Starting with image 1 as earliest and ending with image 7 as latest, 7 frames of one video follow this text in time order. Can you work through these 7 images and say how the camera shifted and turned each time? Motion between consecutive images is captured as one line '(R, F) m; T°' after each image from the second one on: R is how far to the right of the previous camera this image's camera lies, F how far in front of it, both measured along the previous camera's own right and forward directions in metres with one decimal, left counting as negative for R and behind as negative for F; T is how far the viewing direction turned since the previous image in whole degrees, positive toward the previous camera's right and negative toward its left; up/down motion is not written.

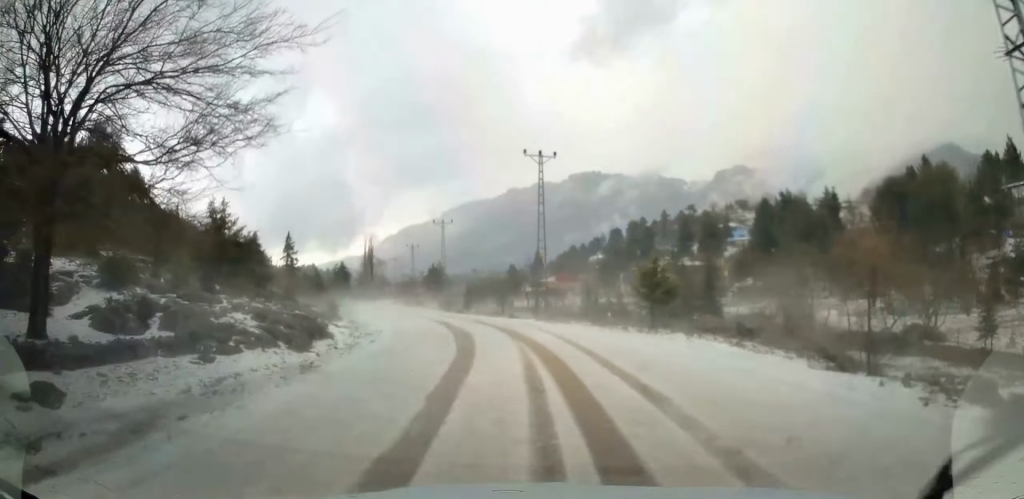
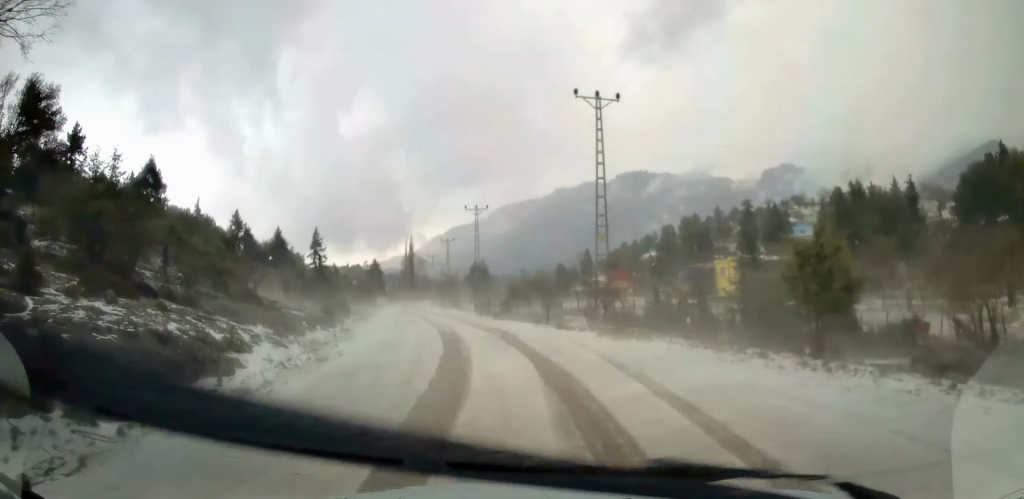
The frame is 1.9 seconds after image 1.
(-0.5, +11.2) m; -7°
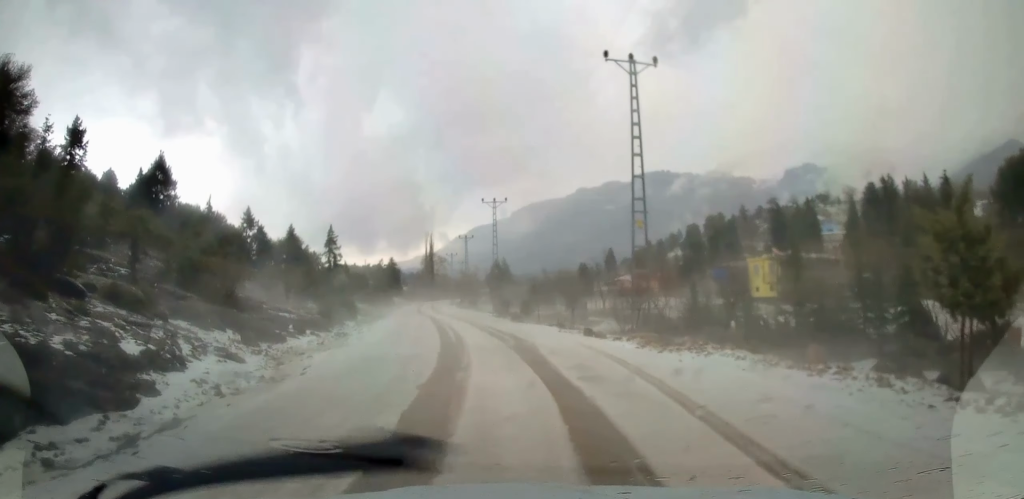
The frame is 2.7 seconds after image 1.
(-0.2, +4.4) m; -2°
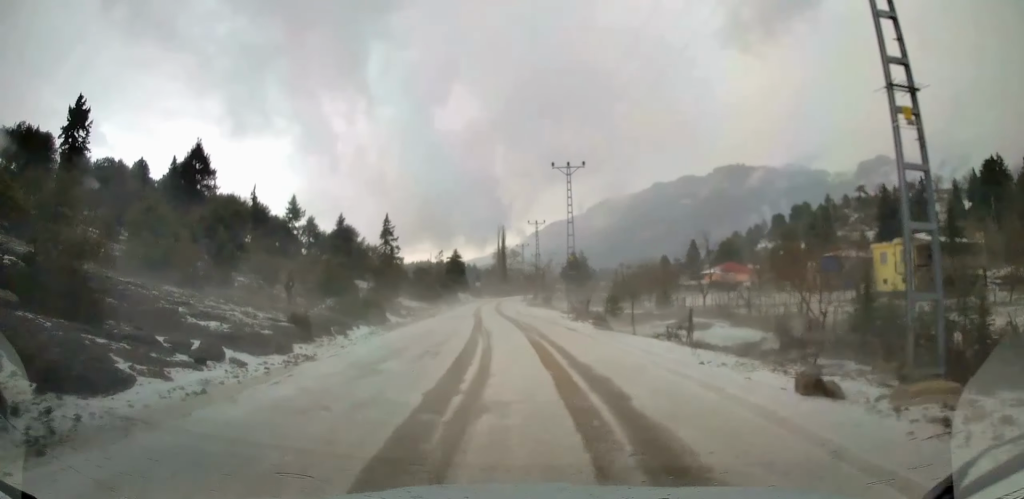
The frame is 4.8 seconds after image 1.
(-0.8, +13.0) m; -7°
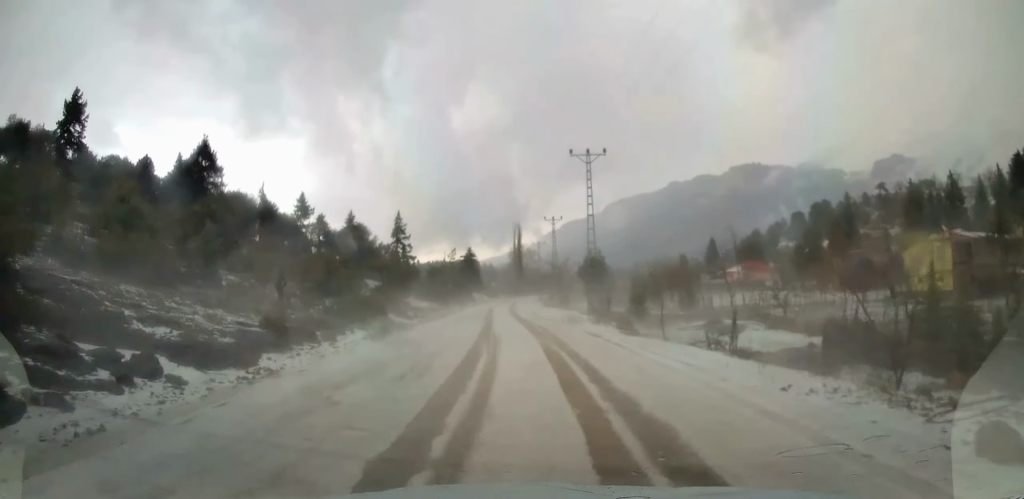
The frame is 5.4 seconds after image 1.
(-0.1, +3.6) m; -1°
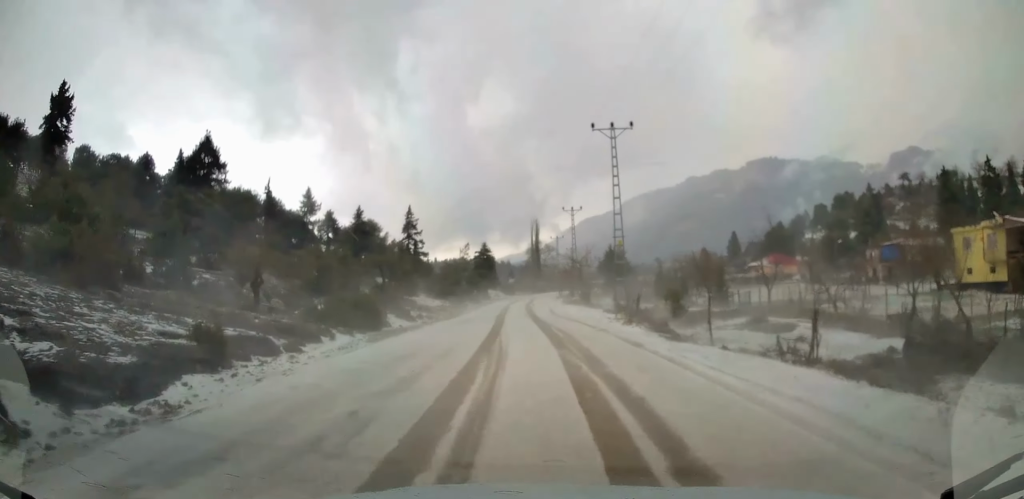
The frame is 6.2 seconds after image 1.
(-0.1, +5.0) m; -1°
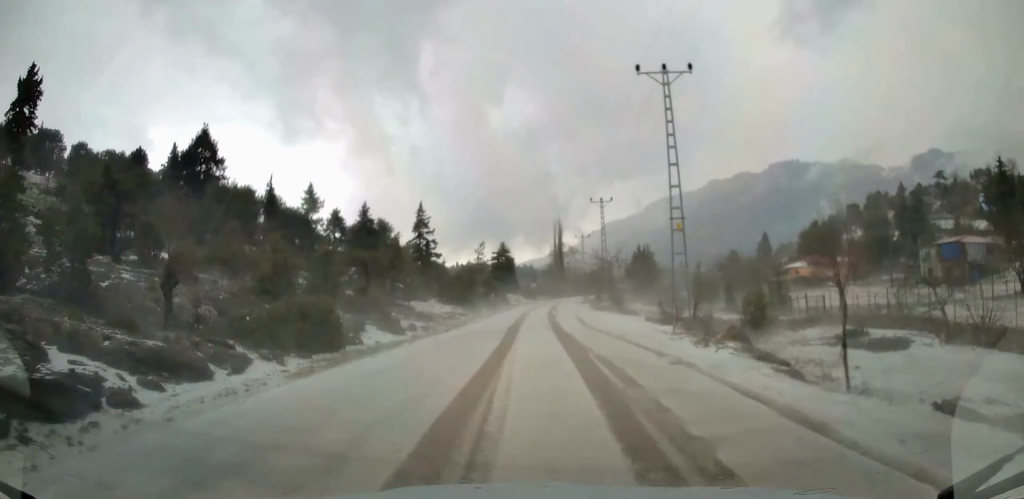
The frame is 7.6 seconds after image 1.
(0.0, +8.9) m; 0°
